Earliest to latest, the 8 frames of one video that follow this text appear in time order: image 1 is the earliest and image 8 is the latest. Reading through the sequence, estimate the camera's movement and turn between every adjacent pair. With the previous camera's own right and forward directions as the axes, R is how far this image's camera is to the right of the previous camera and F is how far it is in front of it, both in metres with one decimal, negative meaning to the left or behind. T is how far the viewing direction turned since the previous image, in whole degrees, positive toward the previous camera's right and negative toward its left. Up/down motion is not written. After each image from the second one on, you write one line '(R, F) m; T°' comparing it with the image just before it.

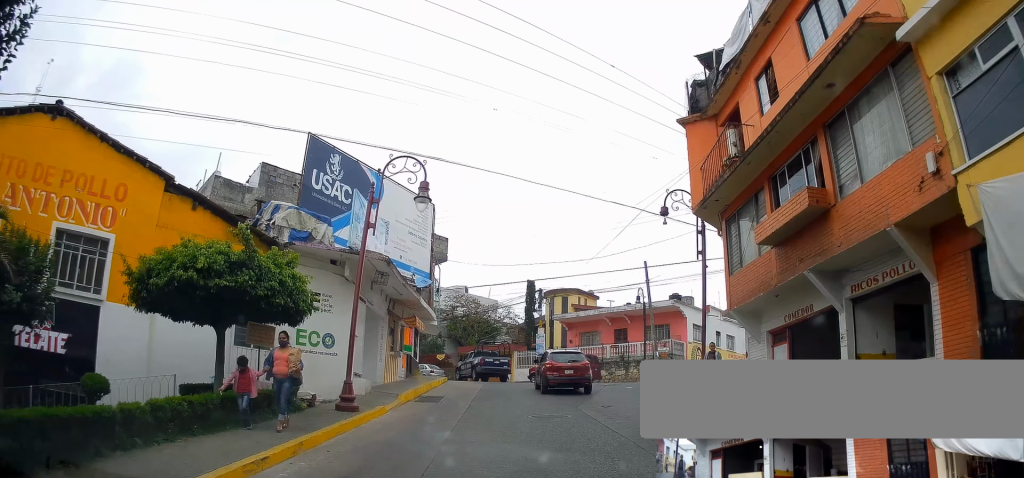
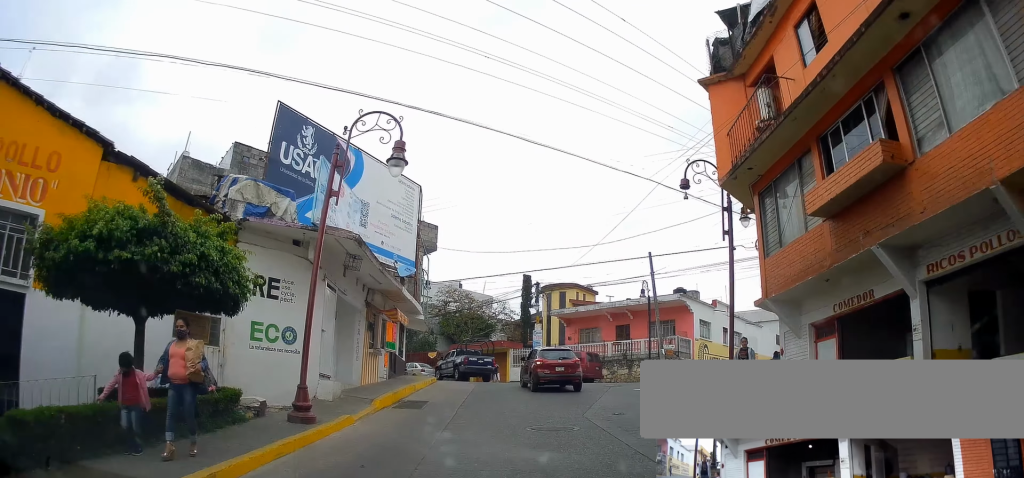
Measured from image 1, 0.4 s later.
(+0.2, +2.2) m; 0°
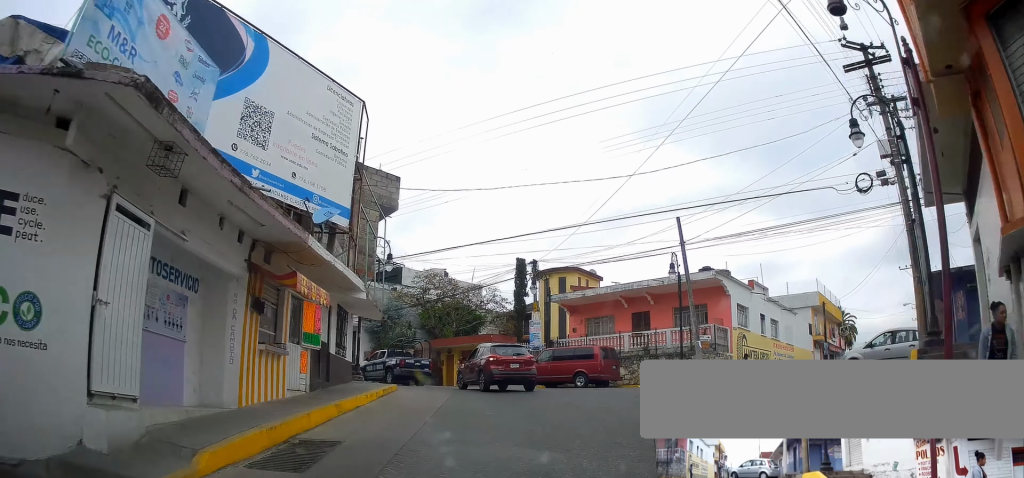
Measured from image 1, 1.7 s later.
(0.0, +7.0) m; 0°
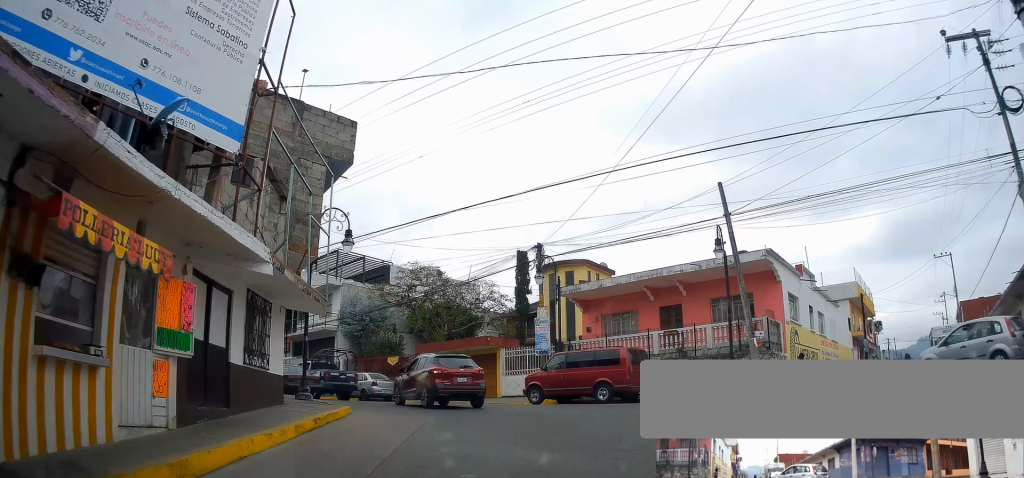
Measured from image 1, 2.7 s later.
(+0.2, +5.8) m; 0°
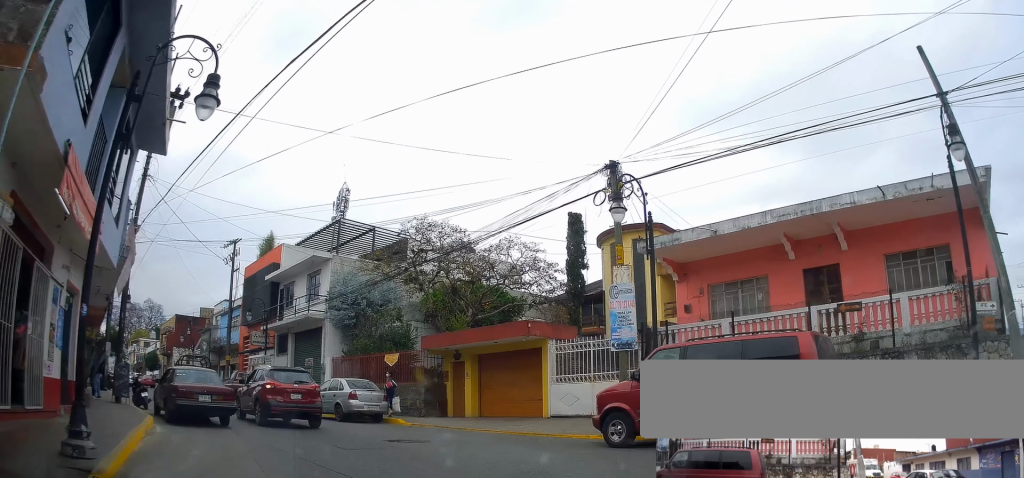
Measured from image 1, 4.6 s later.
(-0.2, +11.3) m; -1°
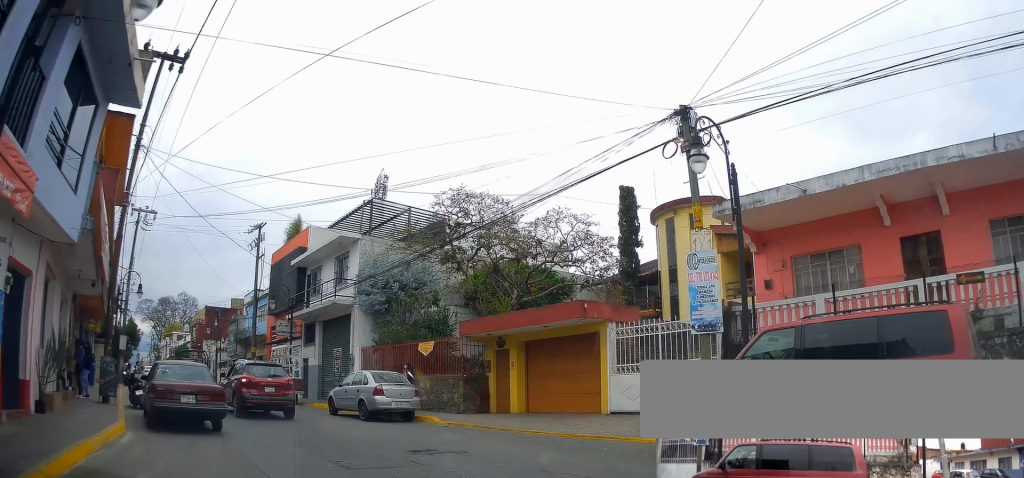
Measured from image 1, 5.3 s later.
(+0.1, +3.3) m; -2°
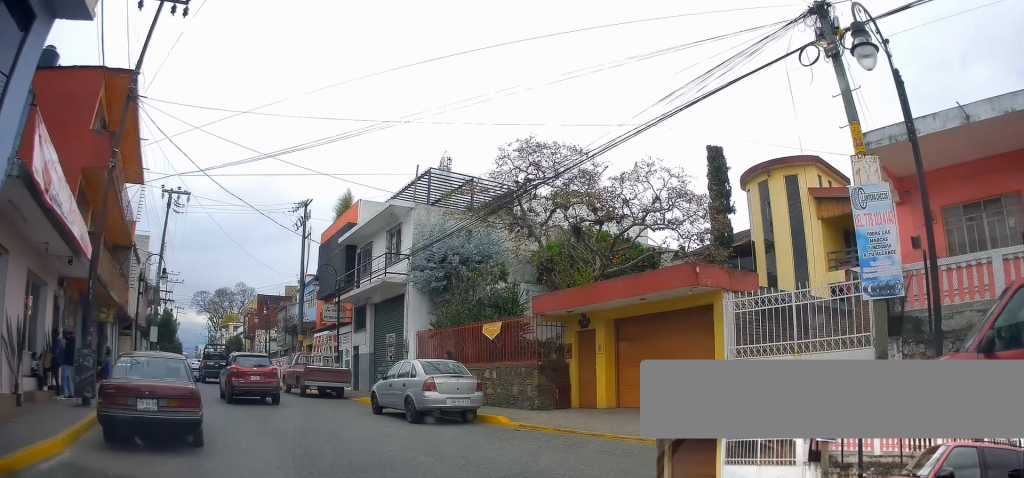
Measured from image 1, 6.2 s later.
(-0.2, +4.1) m; -10°
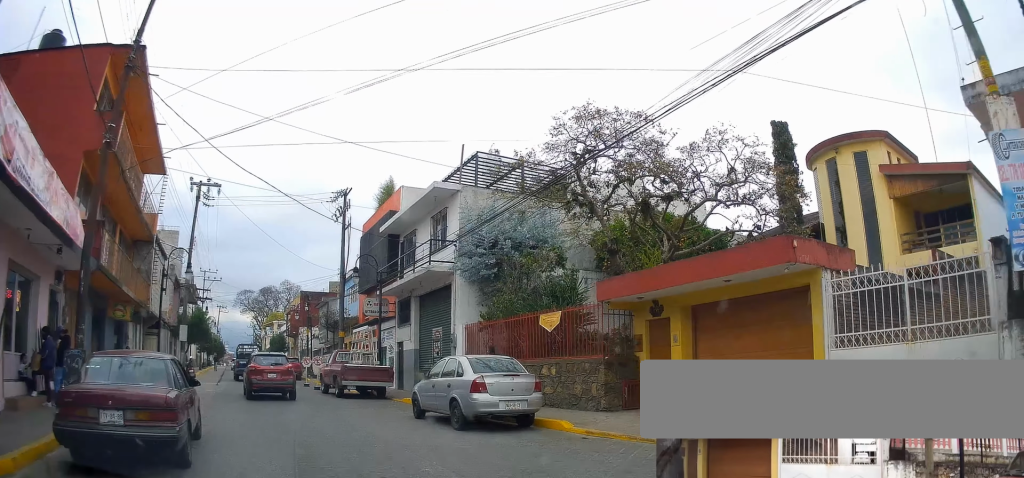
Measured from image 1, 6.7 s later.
(-0.3, +1.9) m; -6°
